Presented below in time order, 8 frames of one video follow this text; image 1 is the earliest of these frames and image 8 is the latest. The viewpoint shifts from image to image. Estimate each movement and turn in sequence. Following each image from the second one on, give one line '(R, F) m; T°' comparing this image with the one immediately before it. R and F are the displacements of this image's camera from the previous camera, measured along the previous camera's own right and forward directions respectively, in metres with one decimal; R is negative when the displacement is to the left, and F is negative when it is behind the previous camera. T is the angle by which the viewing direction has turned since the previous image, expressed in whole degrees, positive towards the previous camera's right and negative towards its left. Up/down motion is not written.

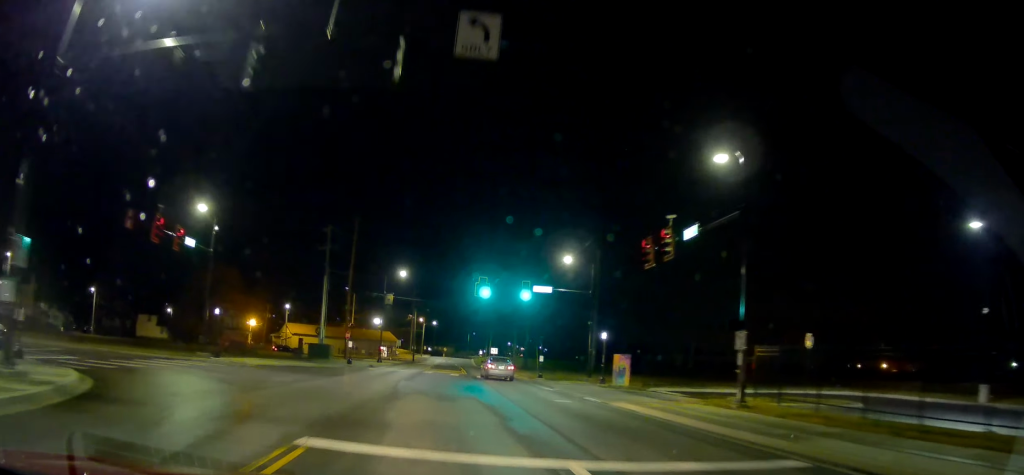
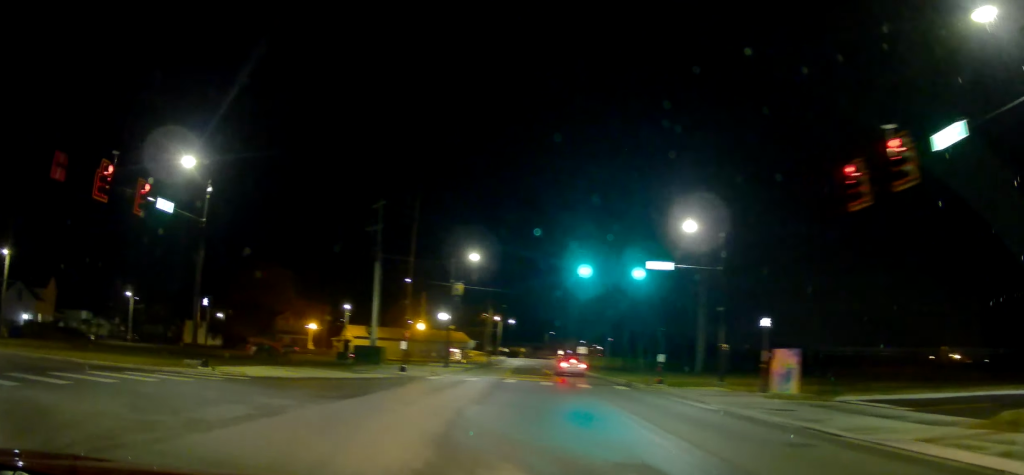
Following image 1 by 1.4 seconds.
(0.0, +13.7) m; -1°
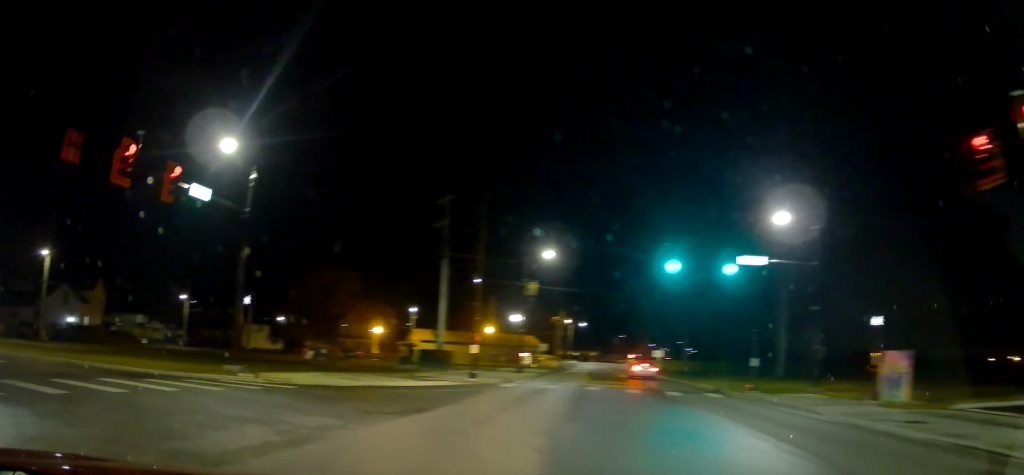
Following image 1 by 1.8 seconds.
(-0.1, +3.7) m; 0°
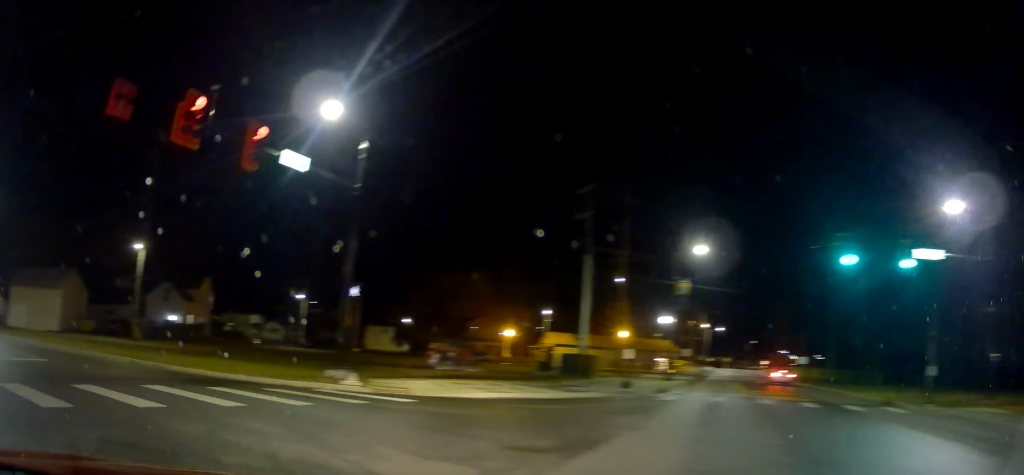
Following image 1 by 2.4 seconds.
(-0.1, +5.2) m; -1°
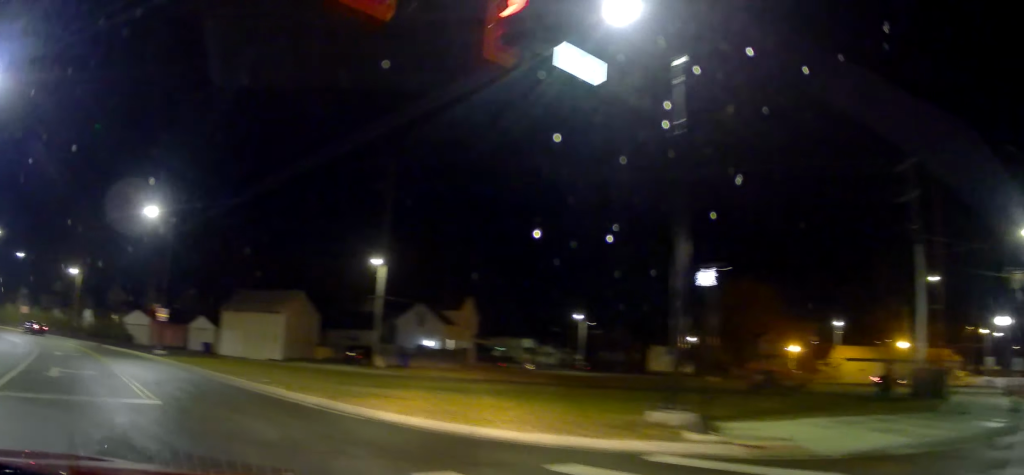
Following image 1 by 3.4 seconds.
(-0.2, +9.1) m; -15°
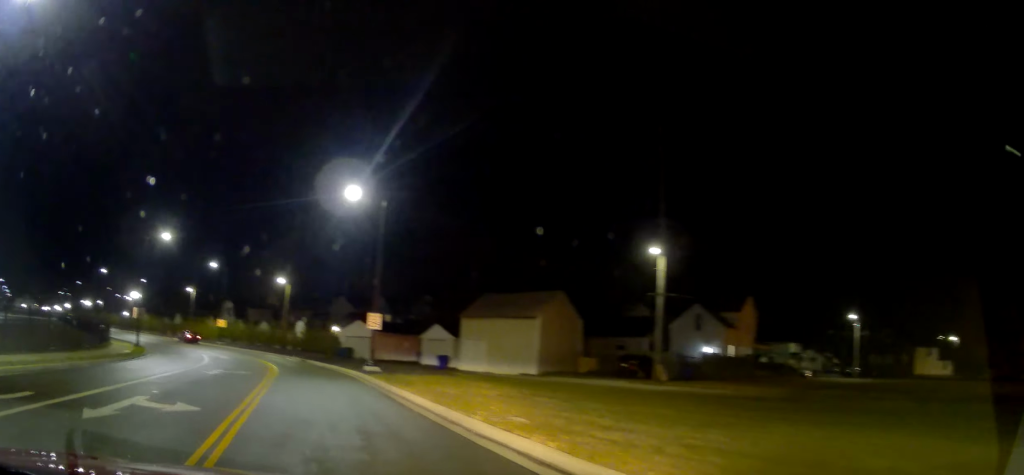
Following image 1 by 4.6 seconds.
(-2.6, +9.0) m; -25°
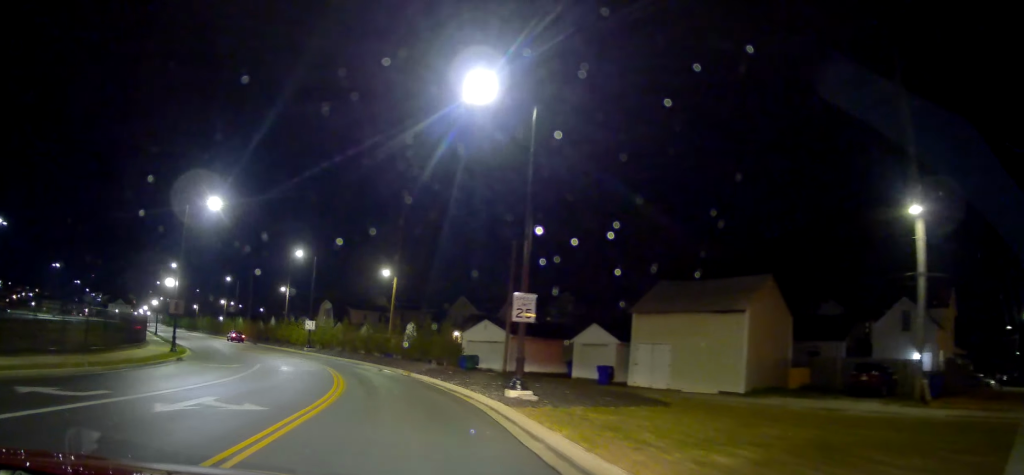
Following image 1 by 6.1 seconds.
(-2.5, +11.8) m; -22°
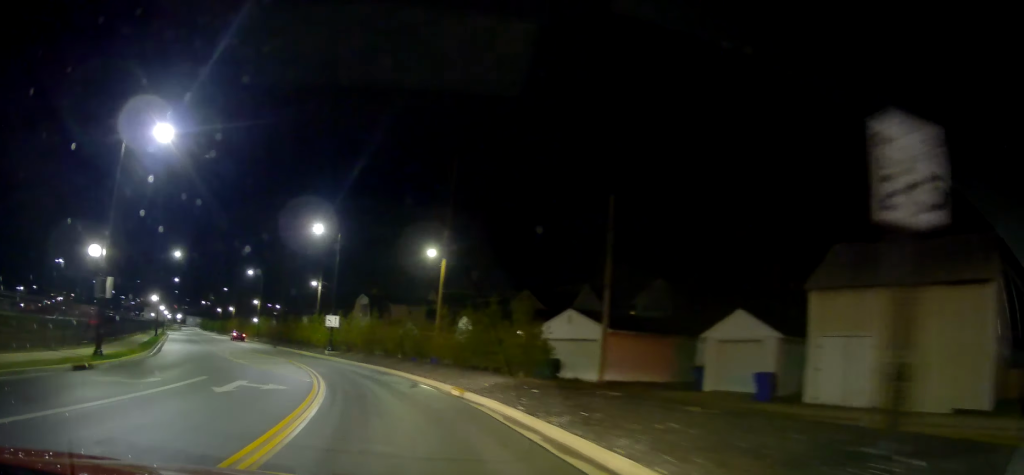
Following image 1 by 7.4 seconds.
(-1.3, +11.2) m; -14°
